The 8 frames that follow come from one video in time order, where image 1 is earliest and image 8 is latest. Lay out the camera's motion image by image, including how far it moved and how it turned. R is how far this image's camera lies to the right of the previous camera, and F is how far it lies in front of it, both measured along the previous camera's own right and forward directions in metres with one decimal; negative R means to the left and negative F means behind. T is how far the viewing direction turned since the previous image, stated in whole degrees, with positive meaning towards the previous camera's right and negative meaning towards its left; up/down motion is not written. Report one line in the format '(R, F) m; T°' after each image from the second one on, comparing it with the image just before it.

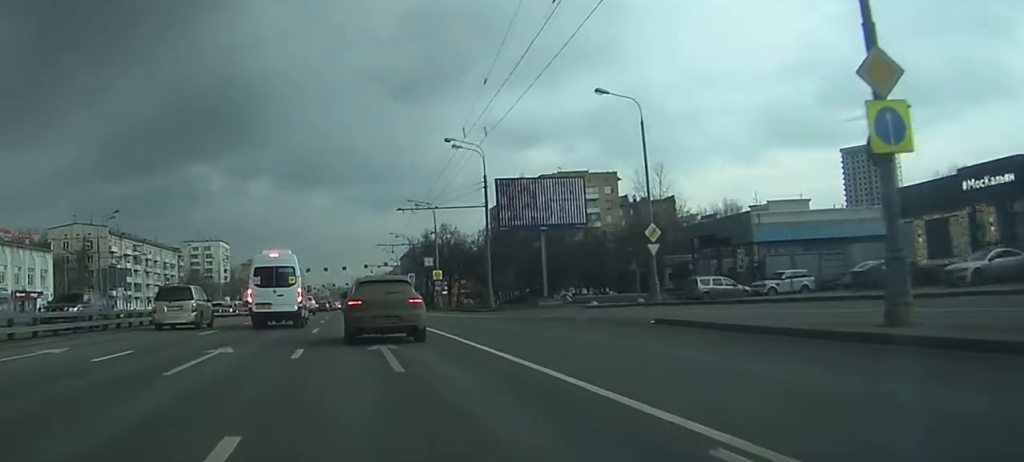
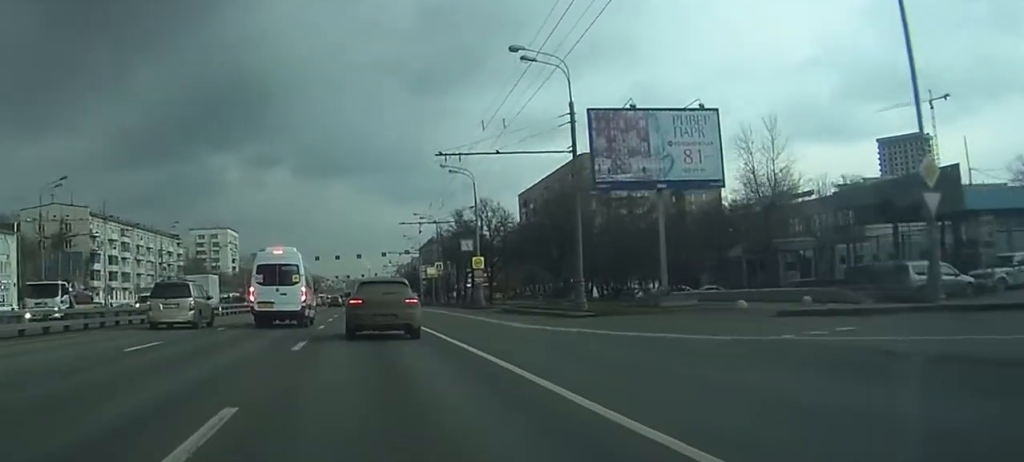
(-0.3, +22.3) m; -1°
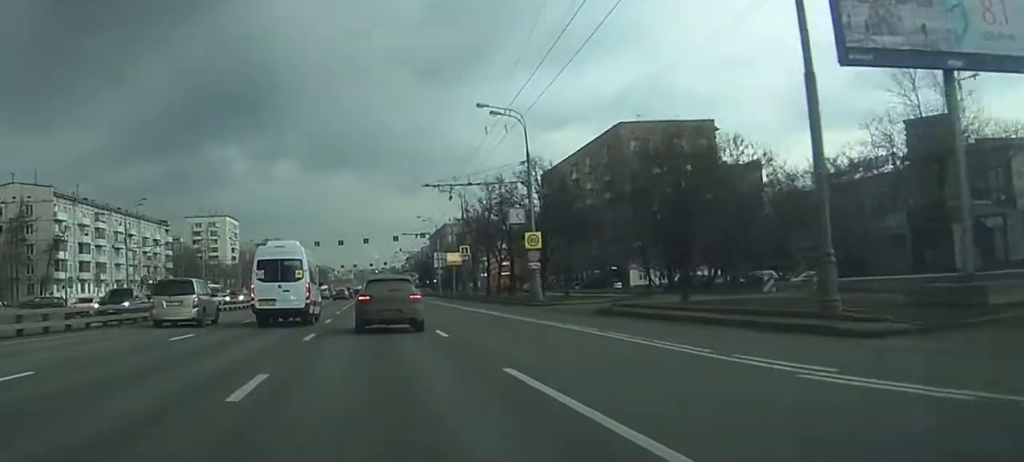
(-0.2, +21.3) m; -2°
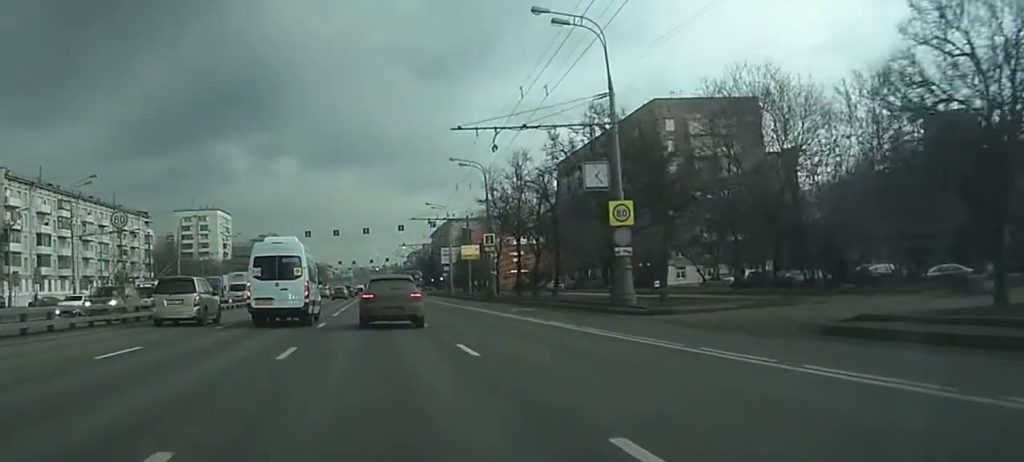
(-0.2, +18.4) m; 0°
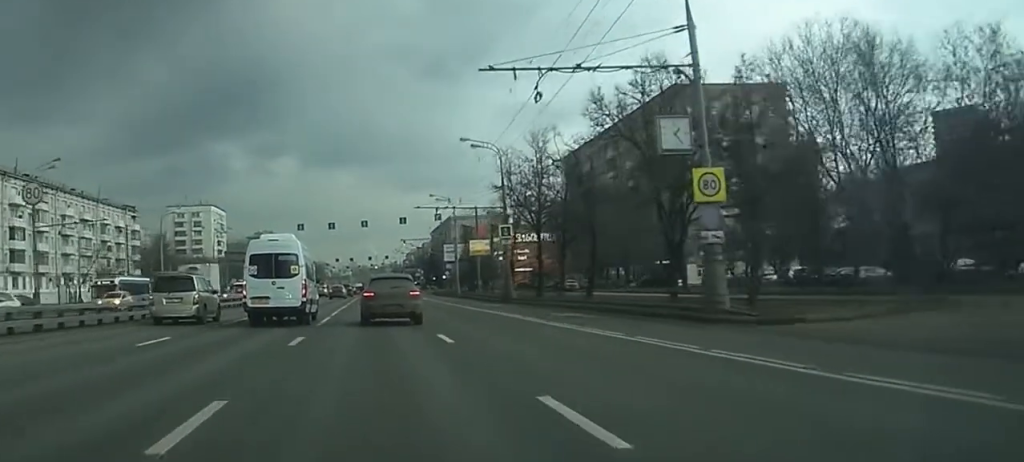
(+0.1, +9.1) m; 0°
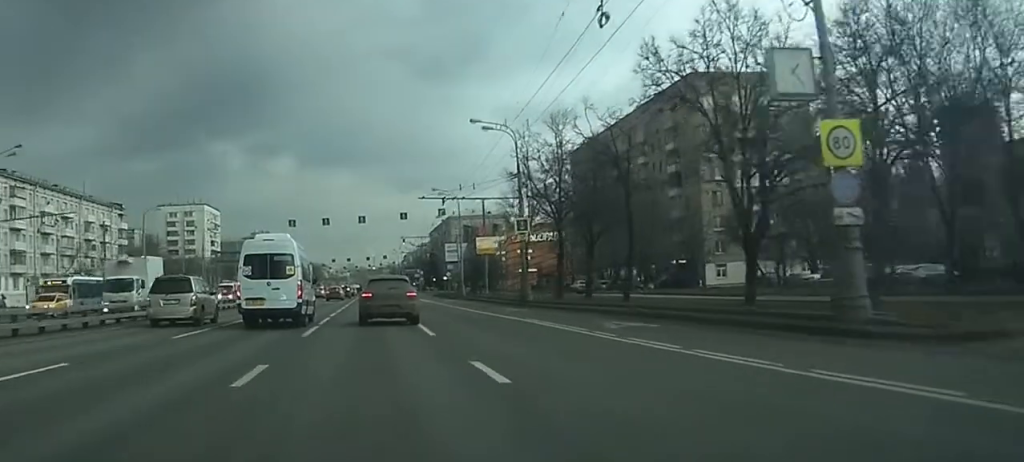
(0.0, +7.5) m; 0°
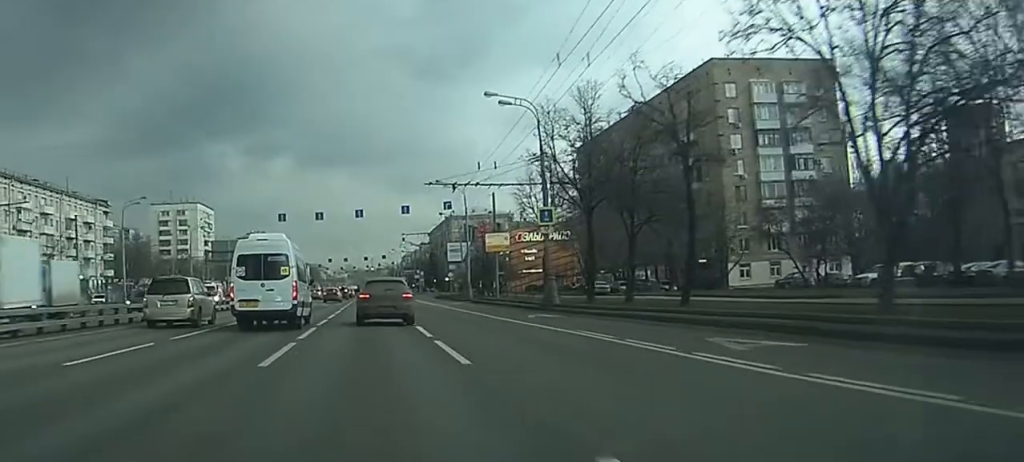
(0.0, +7.9) m; 0°
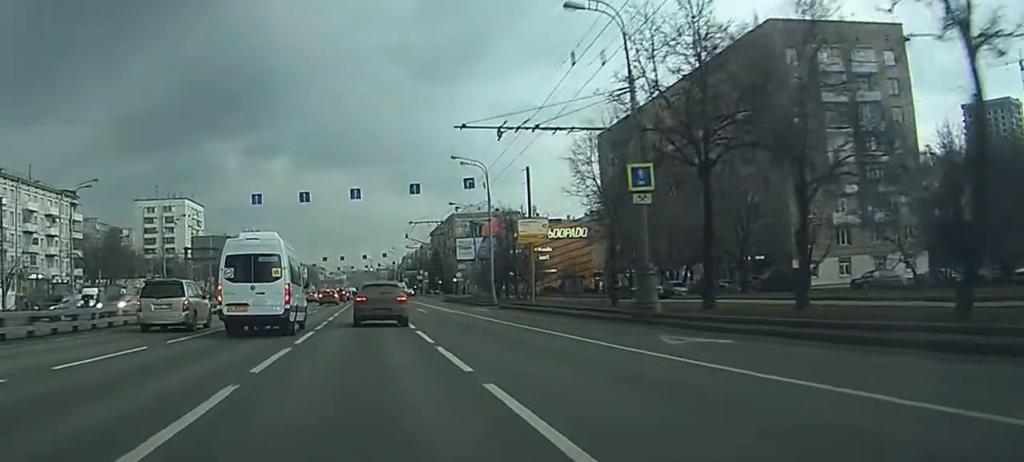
(0.0, +15.9) m; 0°
